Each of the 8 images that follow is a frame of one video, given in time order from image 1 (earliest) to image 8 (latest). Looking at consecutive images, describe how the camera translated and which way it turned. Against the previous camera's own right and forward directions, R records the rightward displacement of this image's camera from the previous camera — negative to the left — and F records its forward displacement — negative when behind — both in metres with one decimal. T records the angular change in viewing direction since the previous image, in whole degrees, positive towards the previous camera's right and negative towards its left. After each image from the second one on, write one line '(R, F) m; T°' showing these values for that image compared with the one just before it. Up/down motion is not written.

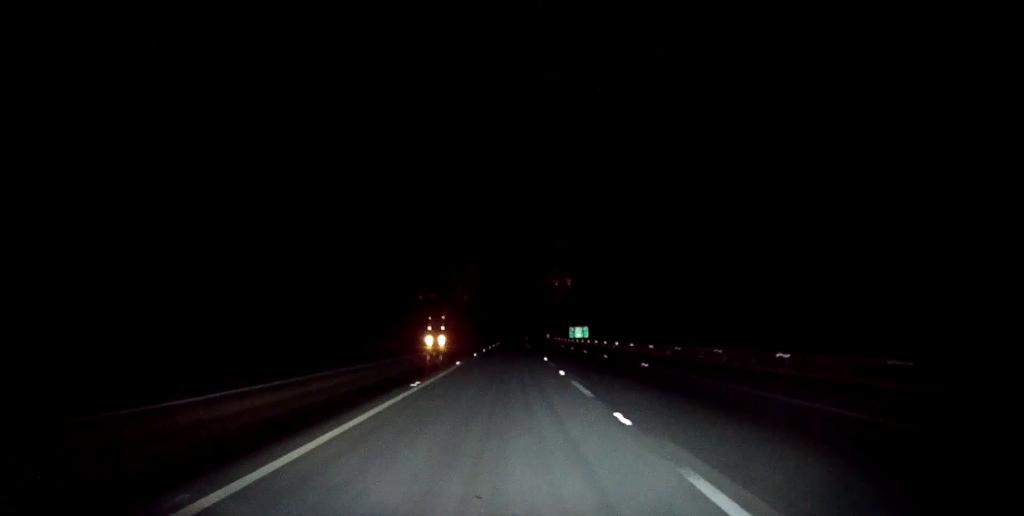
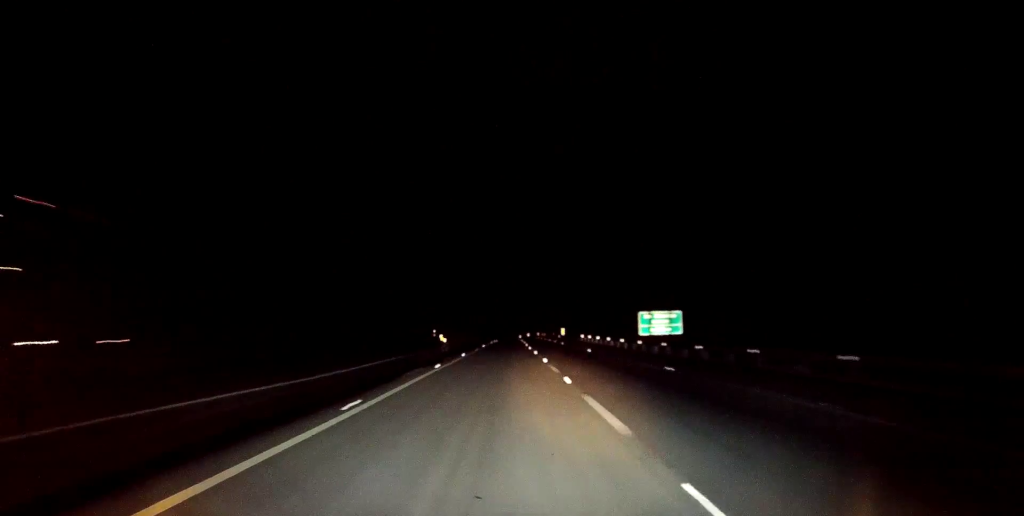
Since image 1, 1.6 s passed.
(-0.1, +69.8) m; 0°
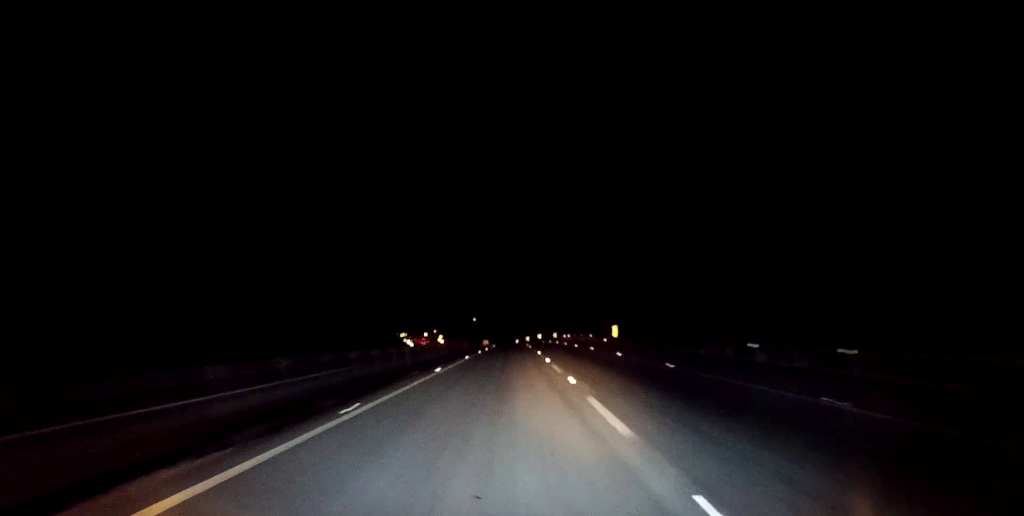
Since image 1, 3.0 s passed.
(0.0, +64.4) m; 0°
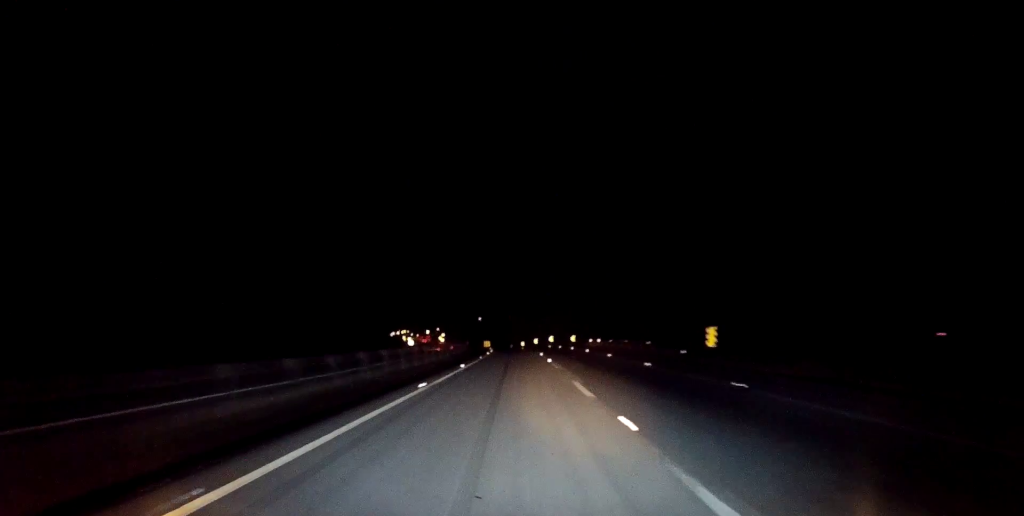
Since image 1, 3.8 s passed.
(-0.1, +32.2) m; 0°
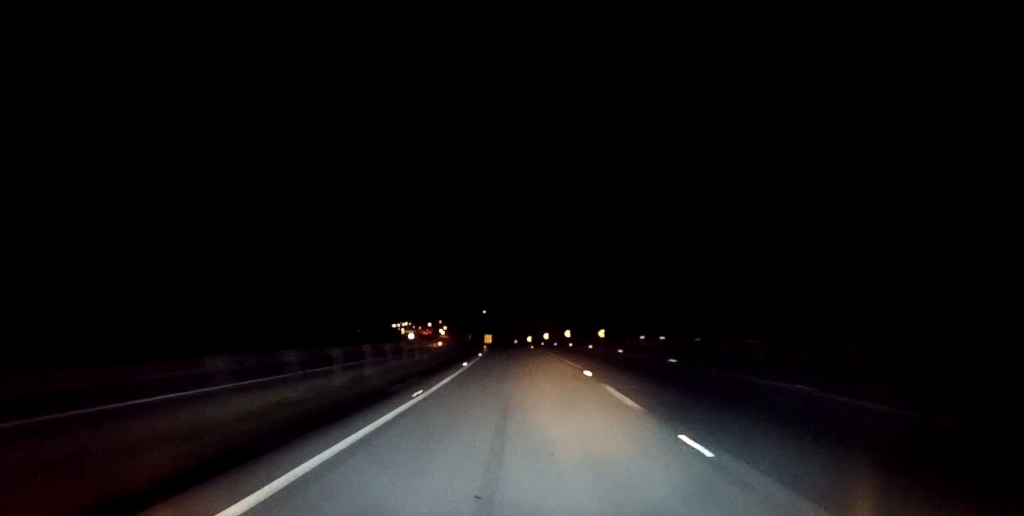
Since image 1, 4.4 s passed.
(0.0, +29.2) m; -1°
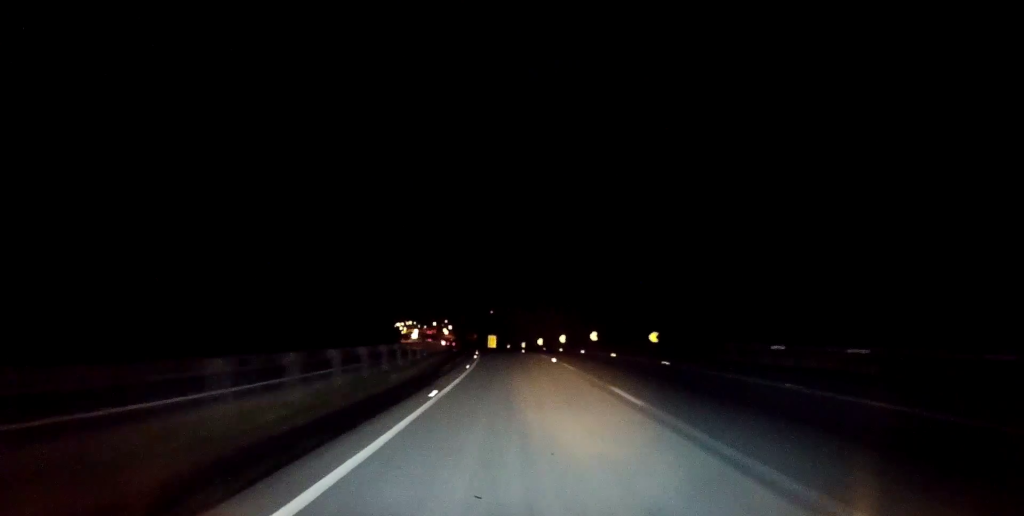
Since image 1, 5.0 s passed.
(-0.2, +24.7) m; -1°
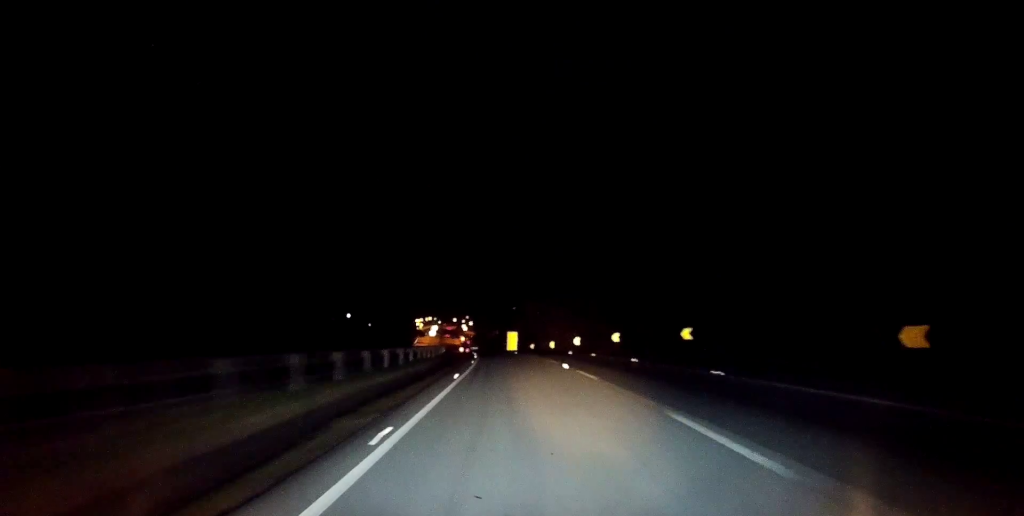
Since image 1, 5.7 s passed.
(-0.2, +31.9) m; -1°
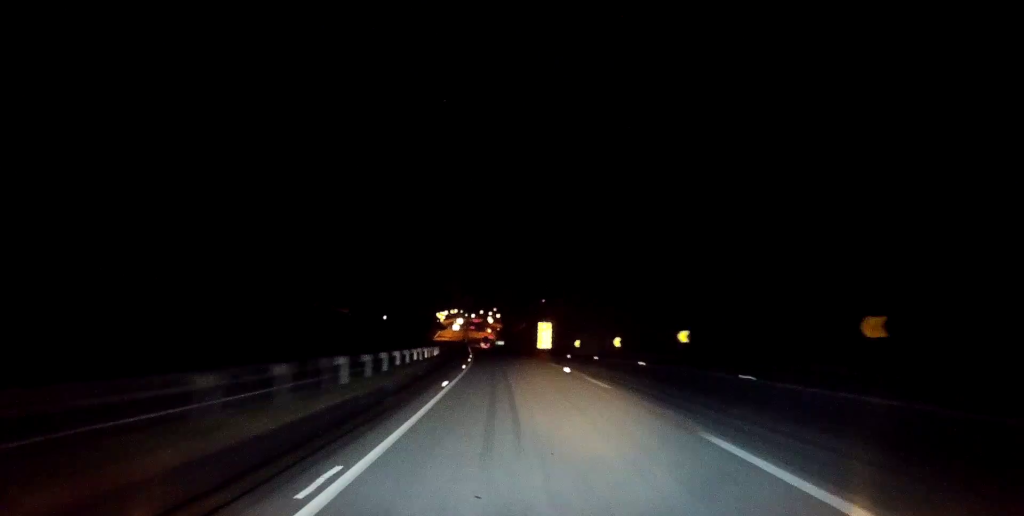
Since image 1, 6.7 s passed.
(-0.6, +40.8) m; -2°
